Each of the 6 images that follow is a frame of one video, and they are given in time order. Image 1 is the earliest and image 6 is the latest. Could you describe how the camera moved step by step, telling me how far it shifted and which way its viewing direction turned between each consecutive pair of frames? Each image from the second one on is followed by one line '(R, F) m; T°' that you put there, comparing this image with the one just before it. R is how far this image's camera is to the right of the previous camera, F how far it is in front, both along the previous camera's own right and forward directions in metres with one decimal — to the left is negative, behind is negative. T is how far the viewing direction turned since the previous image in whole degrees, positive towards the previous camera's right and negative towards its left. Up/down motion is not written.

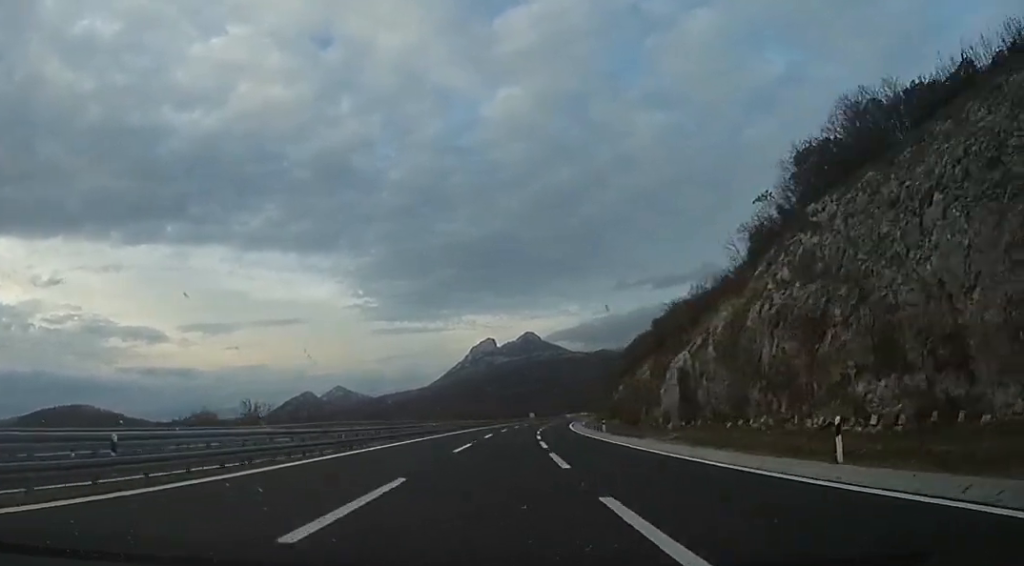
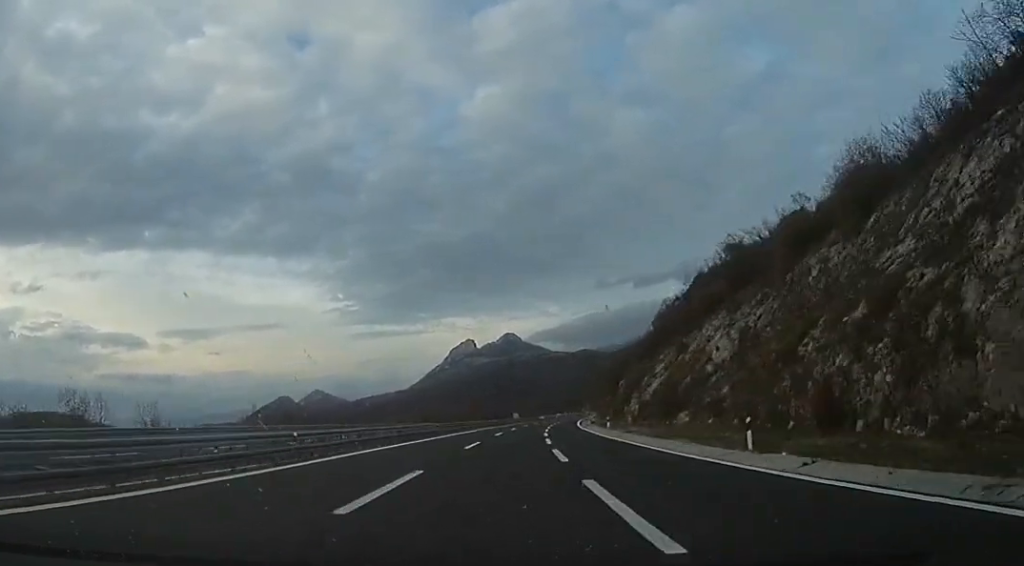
(+0.6, +32.9) m; +2°
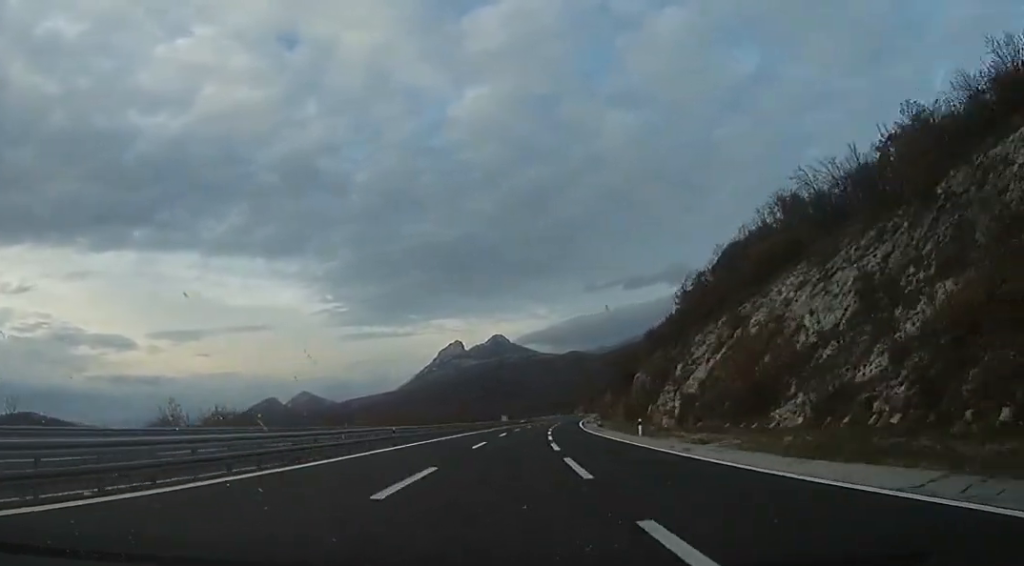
(0.0, +16.3) m; +1°
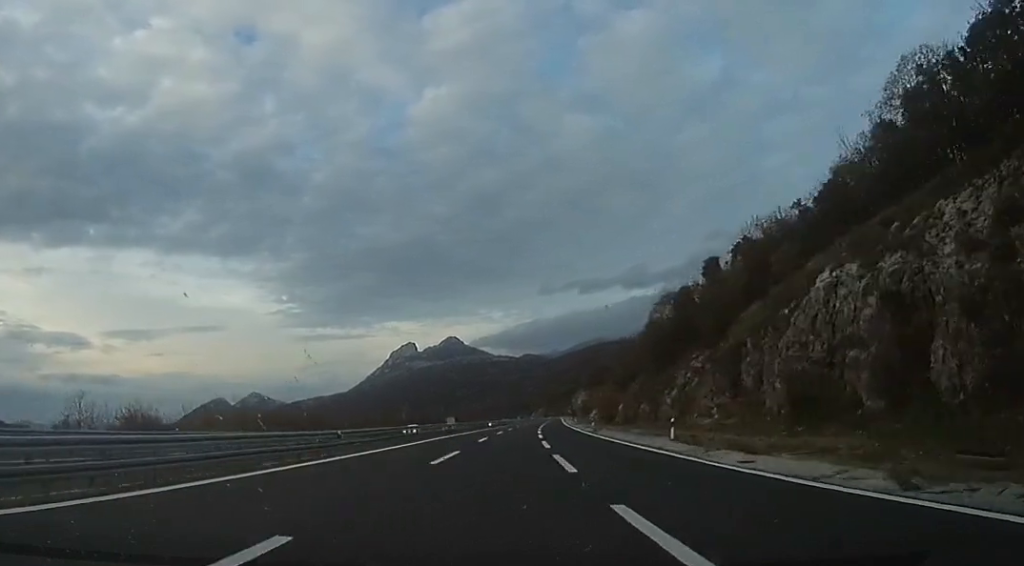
(+2.3, +45.7) m; +4°
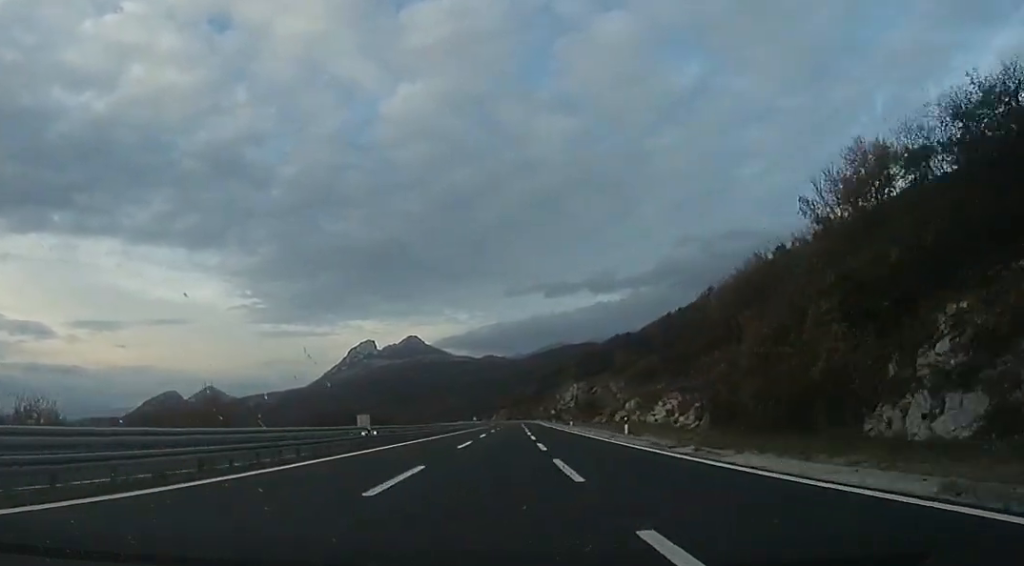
(+0.5, +60.9) m; +2°
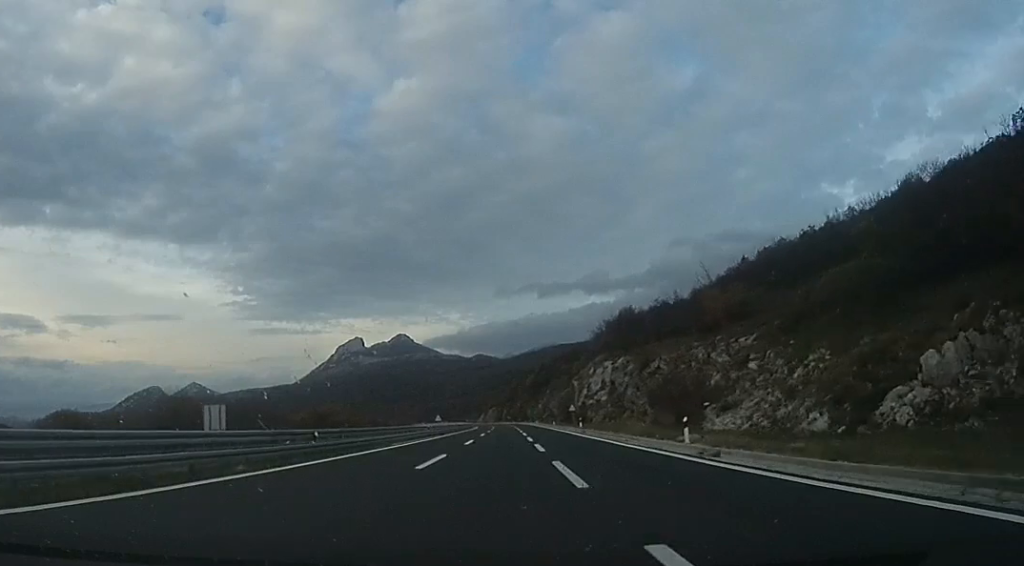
(+1.5, +47.1) m; +2°
